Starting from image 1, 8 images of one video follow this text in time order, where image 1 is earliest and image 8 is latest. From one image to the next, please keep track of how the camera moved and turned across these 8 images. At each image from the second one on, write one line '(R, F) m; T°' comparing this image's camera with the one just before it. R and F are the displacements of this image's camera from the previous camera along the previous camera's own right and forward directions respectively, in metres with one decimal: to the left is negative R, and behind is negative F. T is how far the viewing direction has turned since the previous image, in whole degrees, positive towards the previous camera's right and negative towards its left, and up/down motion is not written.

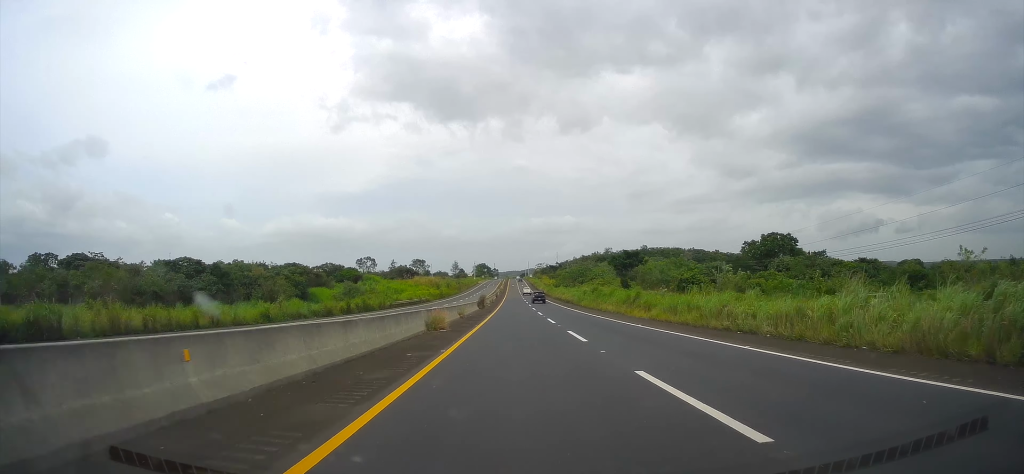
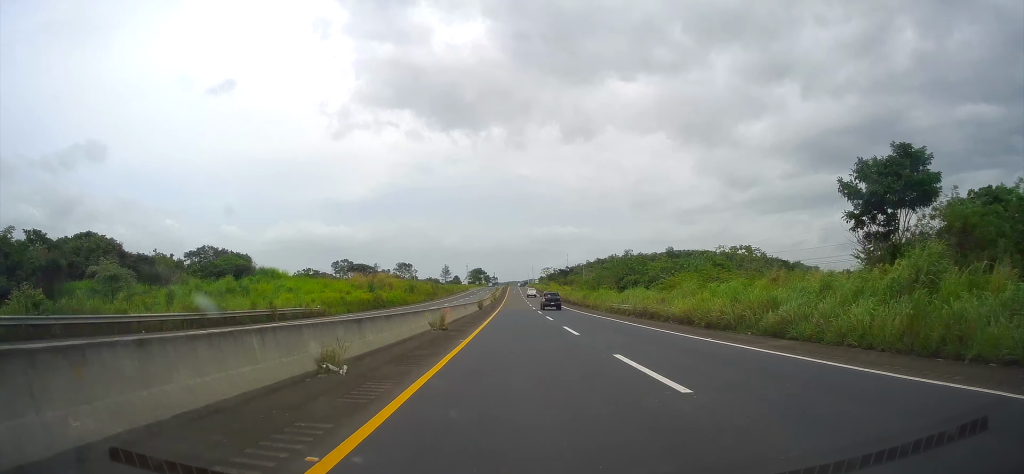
(+0.3, +63.0) m; 0°
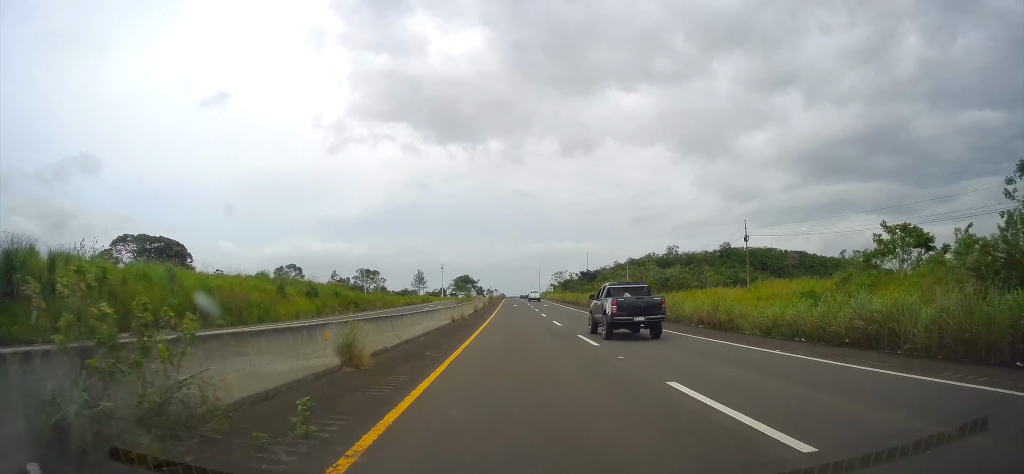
(-0.4, +92.1) m; 0°
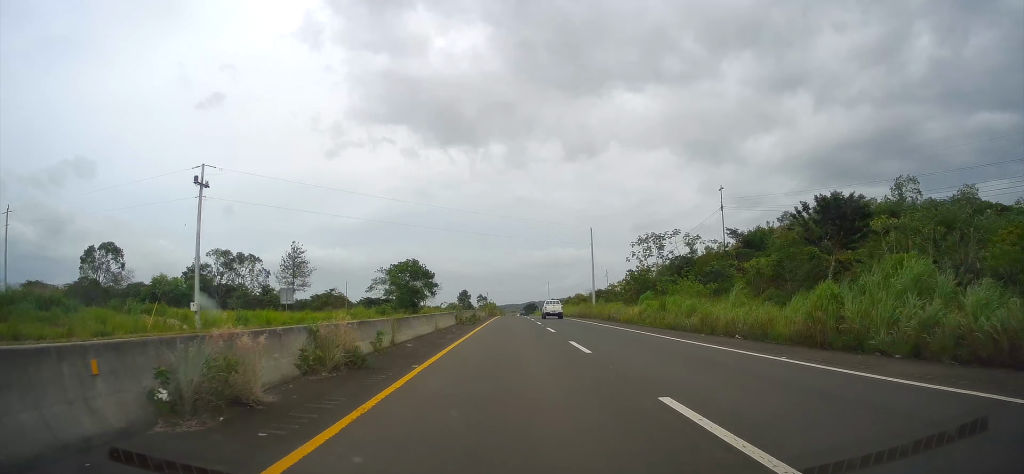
(+0.7, +145.4) m; 0°
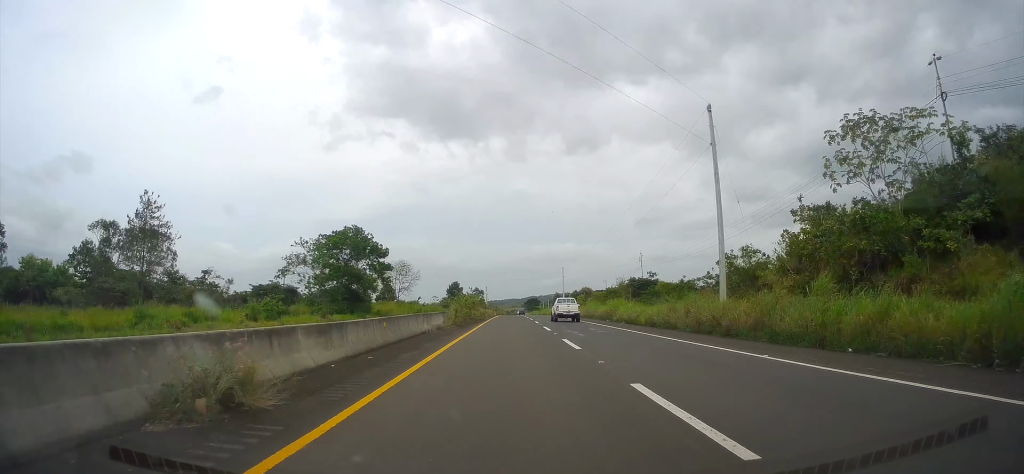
(0.0, +48.1) m; 0°
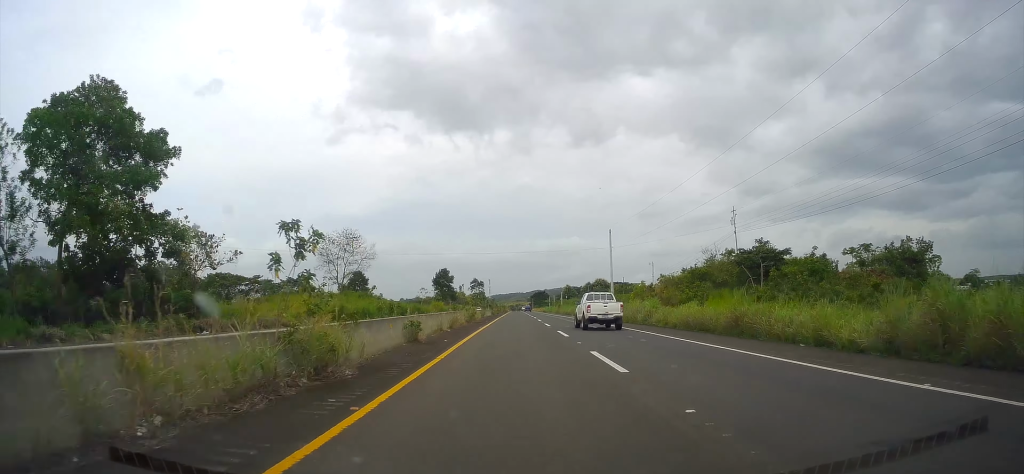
(0.0, +53.7) m; 0°
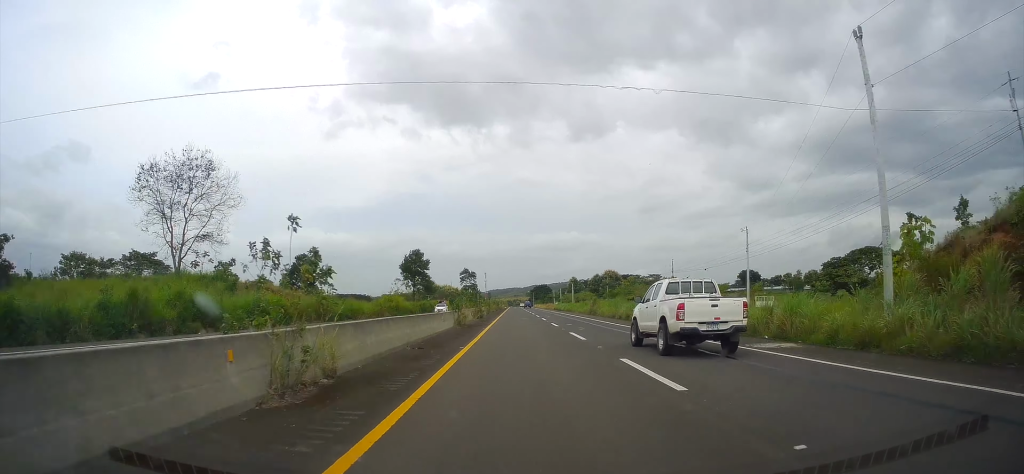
(0.0, +50.8) m; 0°
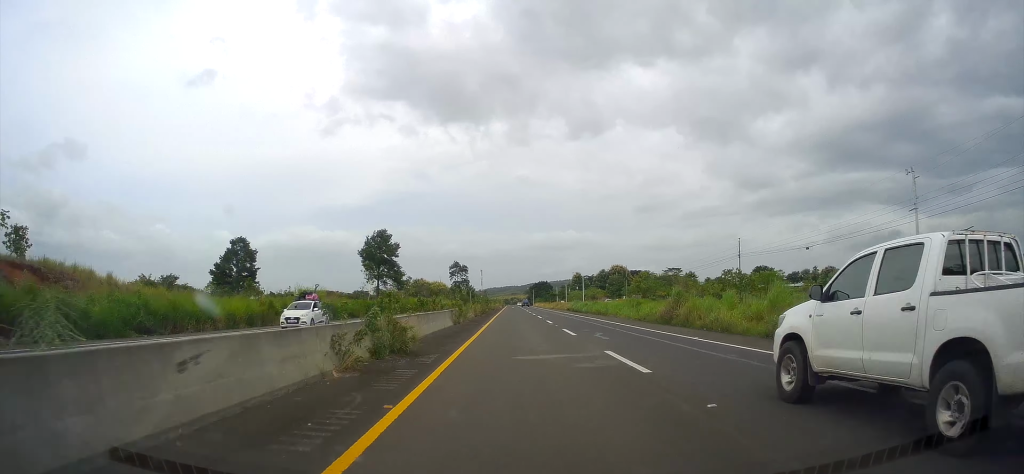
(-0.3, +34.1) m; 0°
